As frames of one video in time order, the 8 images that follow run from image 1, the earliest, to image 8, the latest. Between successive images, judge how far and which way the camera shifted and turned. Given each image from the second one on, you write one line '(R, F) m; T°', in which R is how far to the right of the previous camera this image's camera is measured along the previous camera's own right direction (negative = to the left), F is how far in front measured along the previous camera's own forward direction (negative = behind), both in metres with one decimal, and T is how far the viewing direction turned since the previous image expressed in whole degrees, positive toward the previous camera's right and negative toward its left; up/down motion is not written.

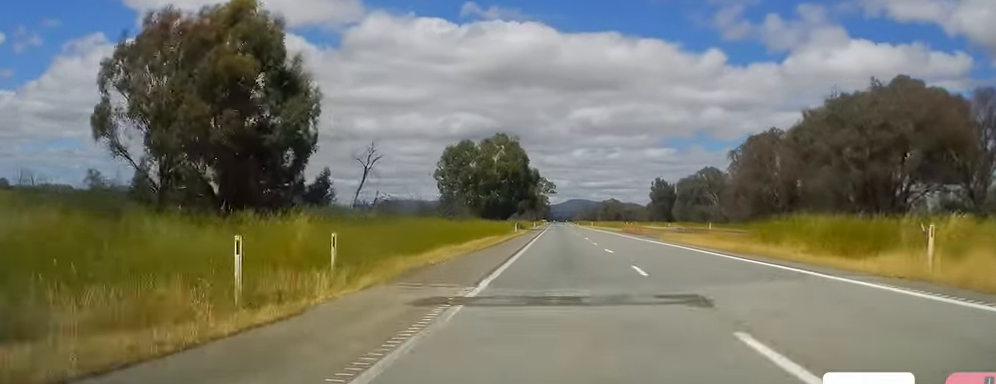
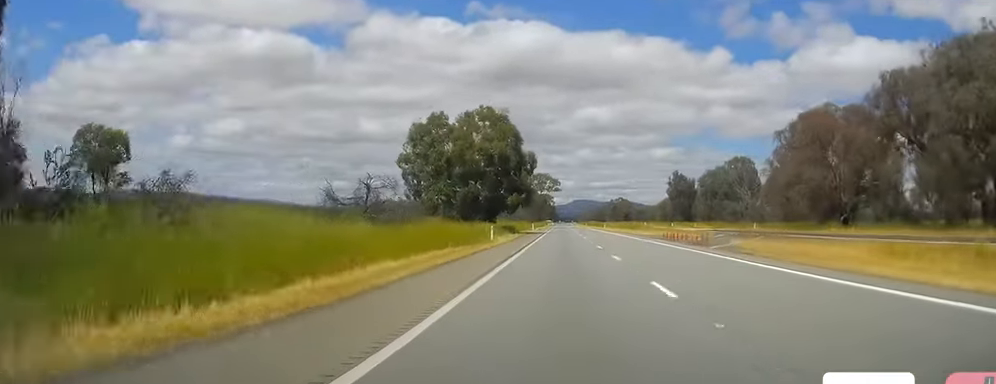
(+0.2, +28.6) m; 0°
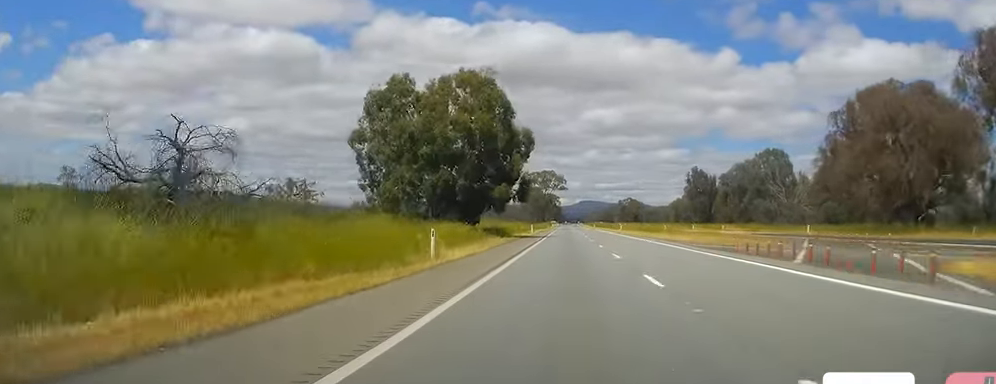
(0.0, +21.9) m; -1°
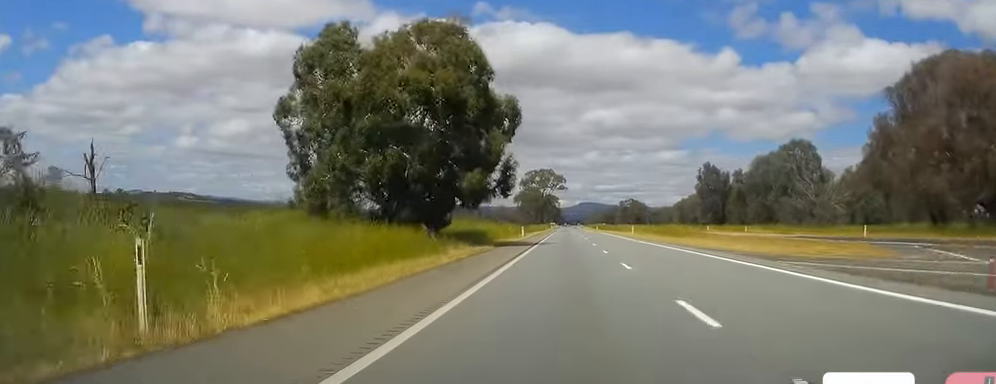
(-0.2, +17.1) m; 0°
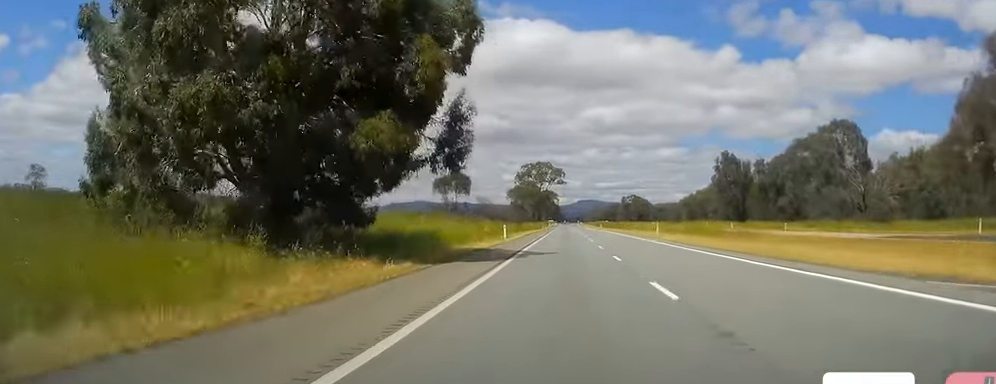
(0.0, +21.1) m; 0°
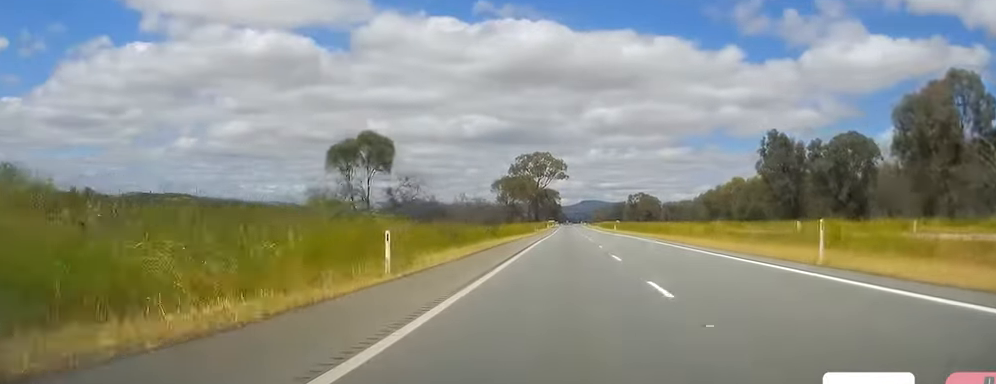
(0.0, +35.6) m; 0°
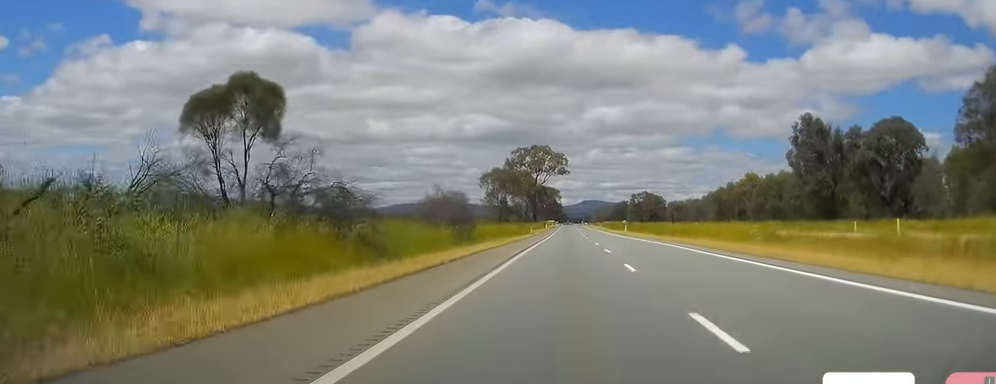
(0.0, +17.2) m; 0°
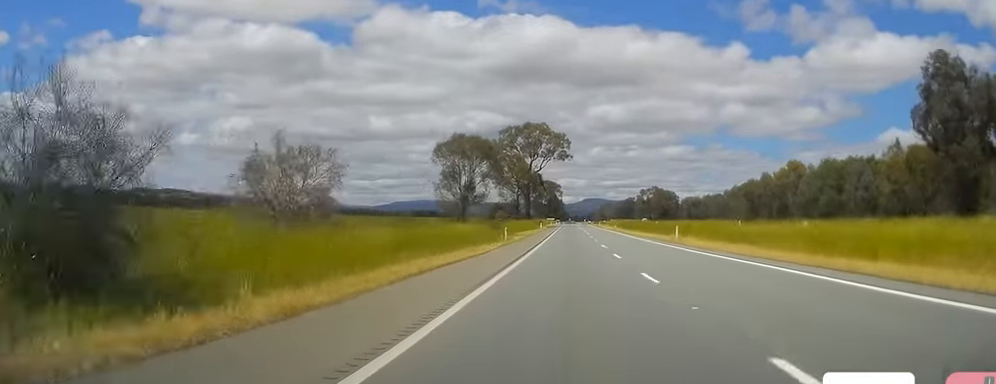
(0.0, +39.2) m; -1°
